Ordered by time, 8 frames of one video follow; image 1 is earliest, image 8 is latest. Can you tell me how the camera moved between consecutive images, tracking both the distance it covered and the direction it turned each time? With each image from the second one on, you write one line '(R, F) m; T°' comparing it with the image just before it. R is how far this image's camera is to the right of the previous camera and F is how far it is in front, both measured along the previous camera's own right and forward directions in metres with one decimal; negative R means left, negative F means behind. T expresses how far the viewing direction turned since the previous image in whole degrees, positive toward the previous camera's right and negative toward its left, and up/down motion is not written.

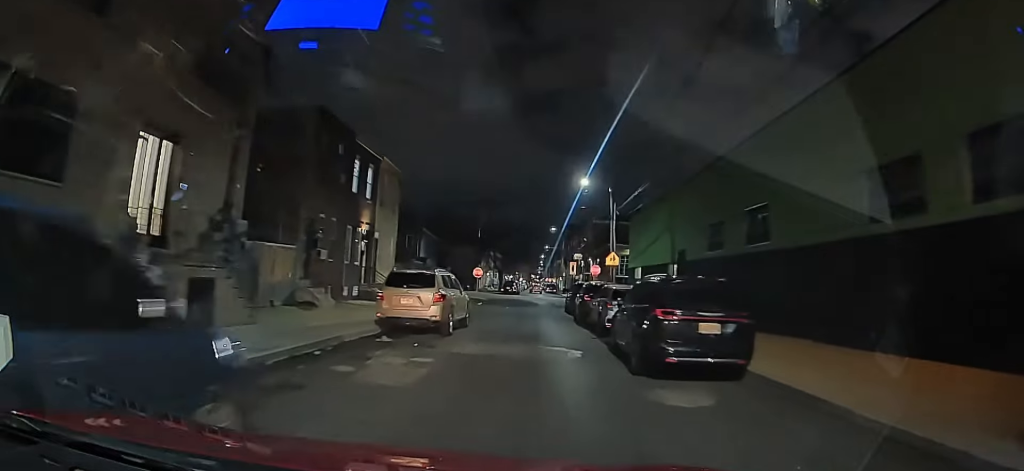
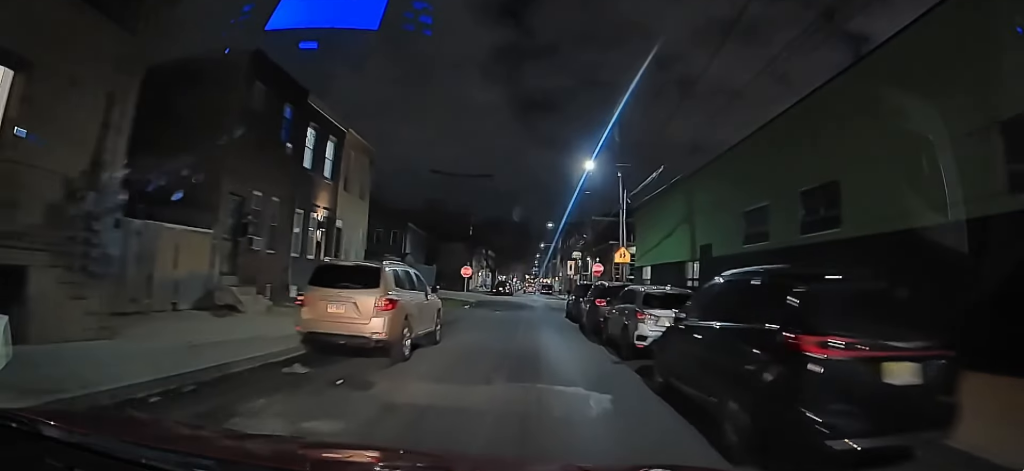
(0.0, +4.5) m; +1°
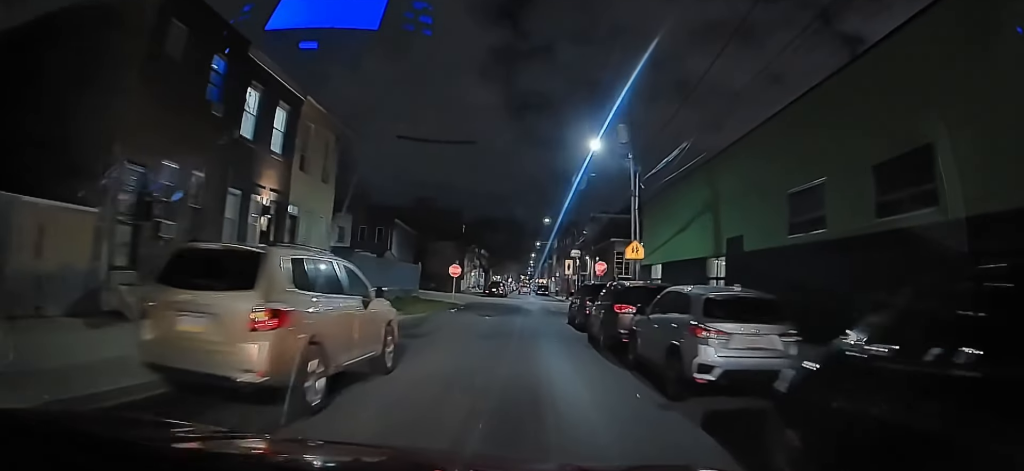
(0.0, +4.0) m; +1°
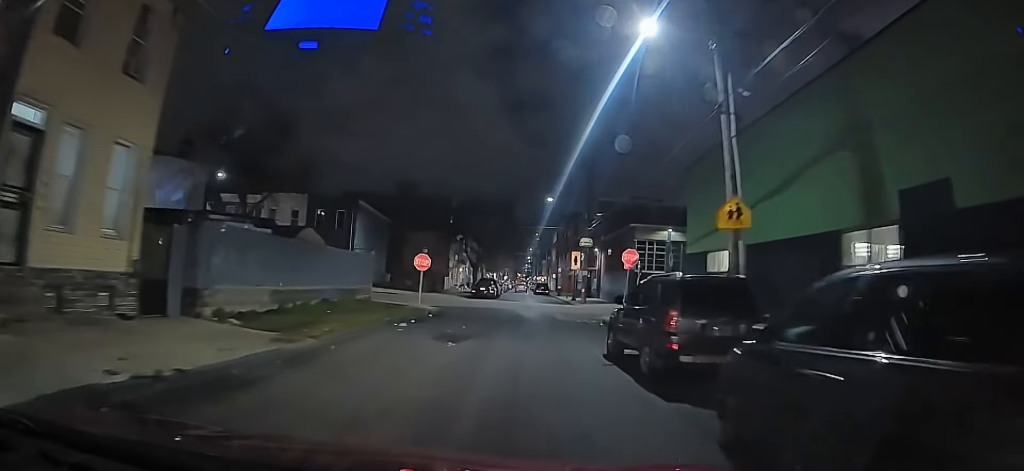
(+0.4, +10.7) m; 0°
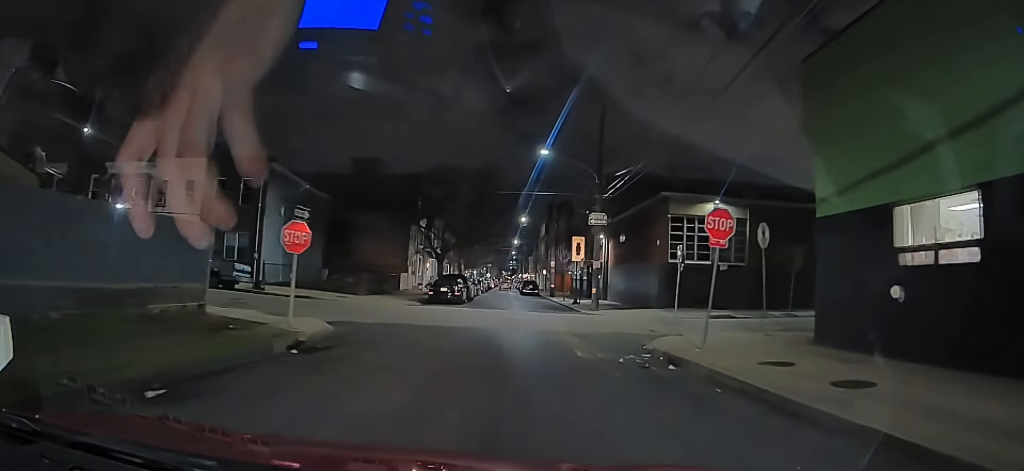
(-0.3, +12.9) m; 0°
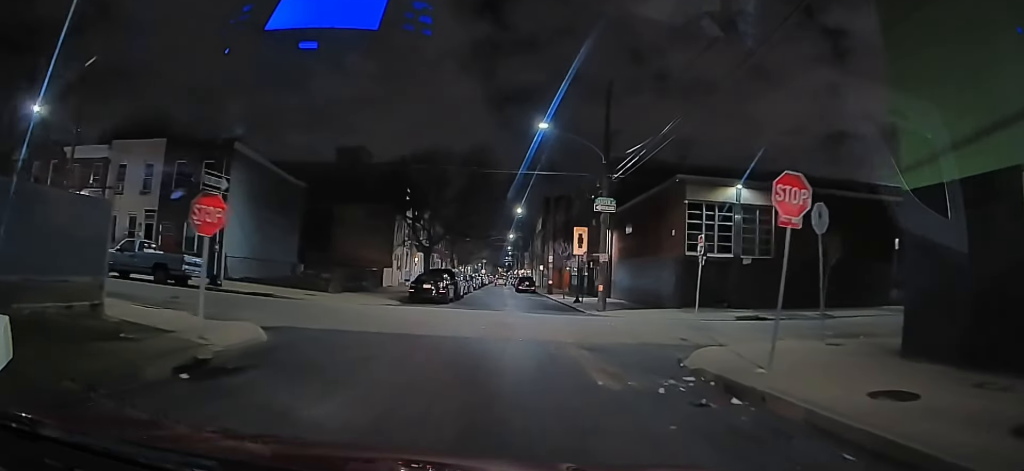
(-0.1, +3.1) m; -2°
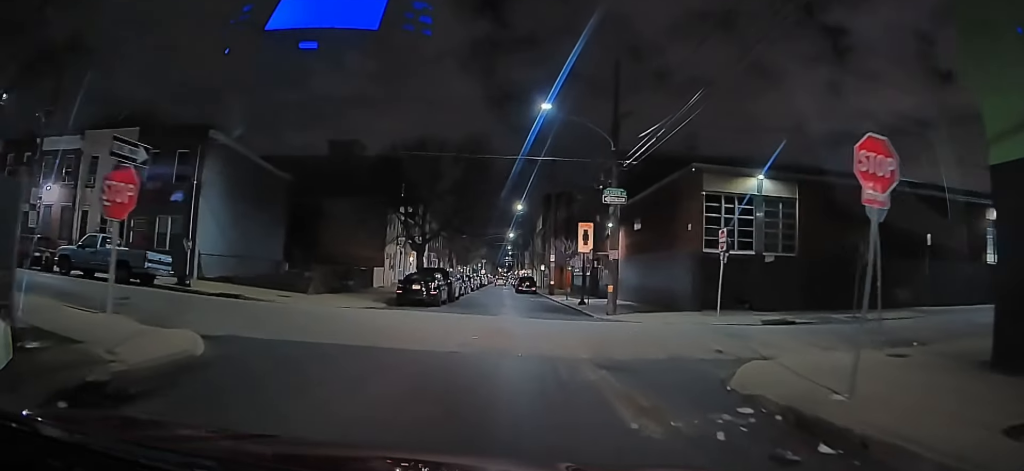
(0.0, +2.0) m; -2°
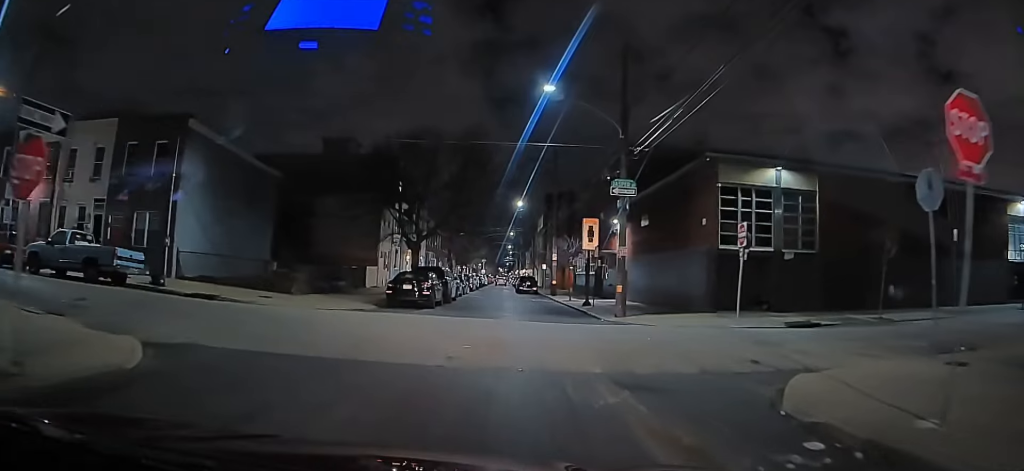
(0.0, +1.3) m; -1°
